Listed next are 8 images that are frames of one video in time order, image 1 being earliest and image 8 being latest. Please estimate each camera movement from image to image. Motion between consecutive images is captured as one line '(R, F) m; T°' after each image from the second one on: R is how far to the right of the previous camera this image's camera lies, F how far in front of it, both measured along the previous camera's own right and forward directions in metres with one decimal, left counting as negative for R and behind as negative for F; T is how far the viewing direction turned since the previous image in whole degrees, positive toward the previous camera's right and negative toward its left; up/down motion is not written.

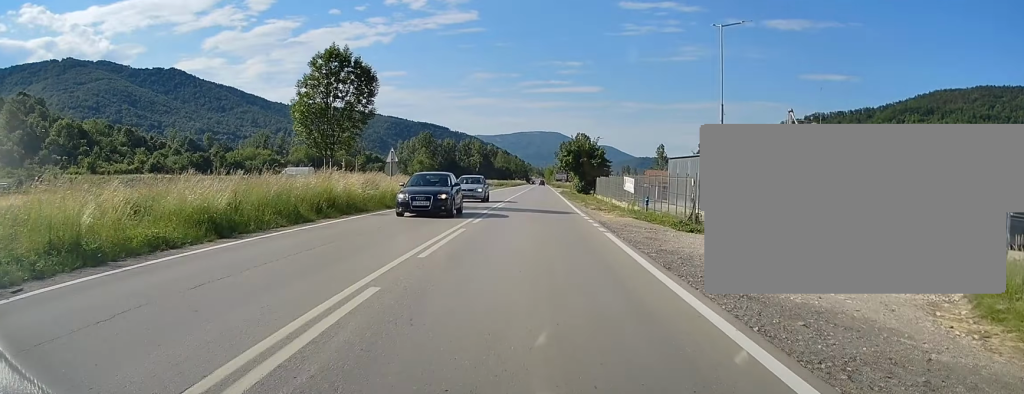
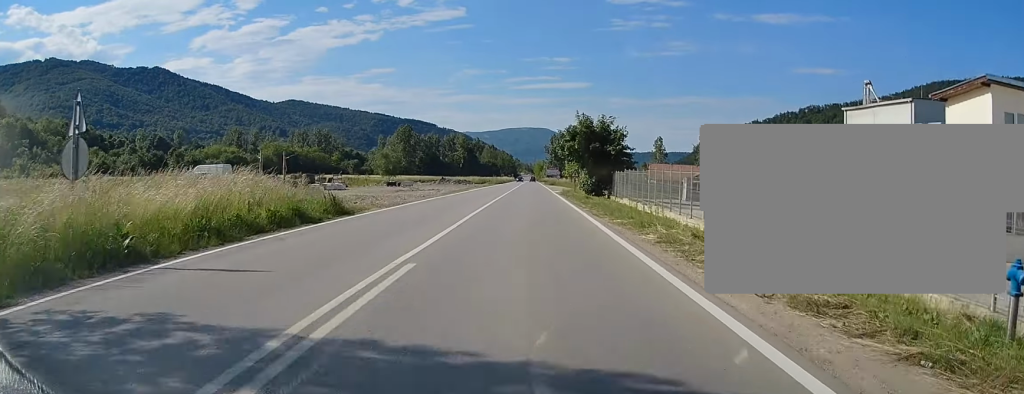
(+0.2, +25.4) m; +1°
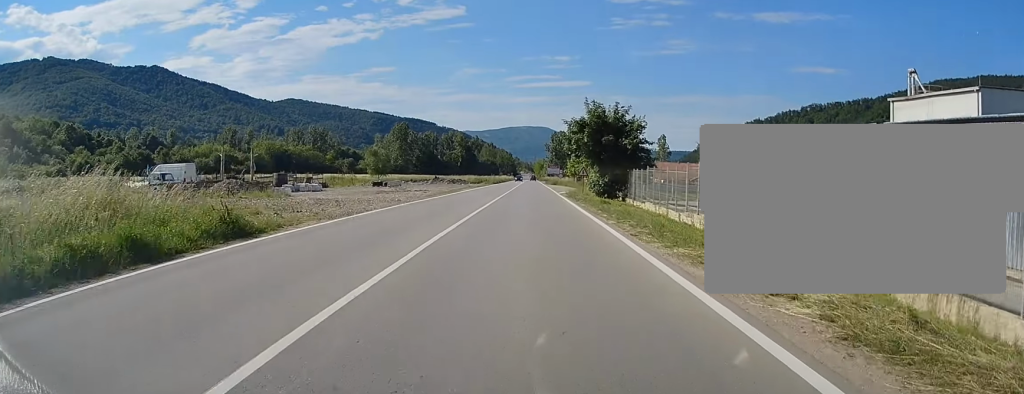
(0.0, +8.8) m; 0°
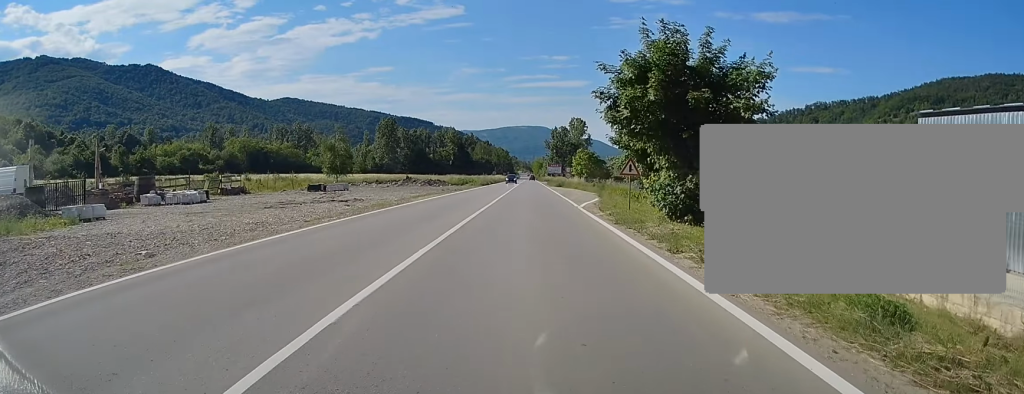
(+0.1, +25.1) m; 0°
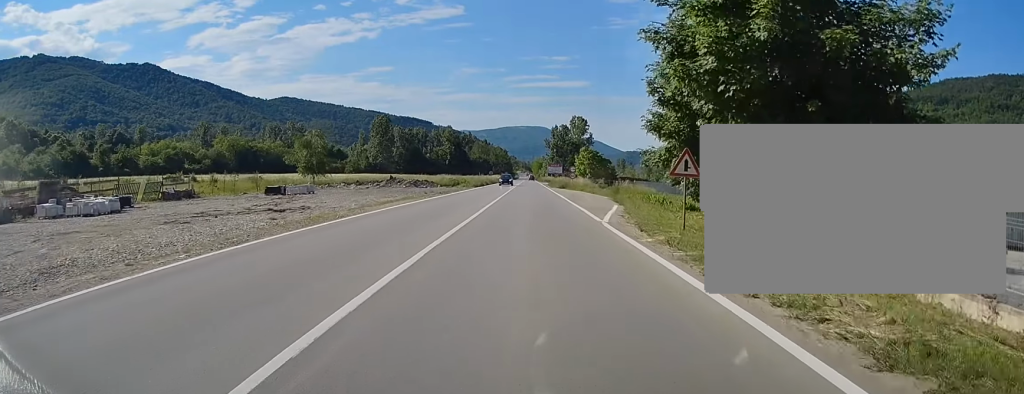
(+0.1, +10.1) m; 0°
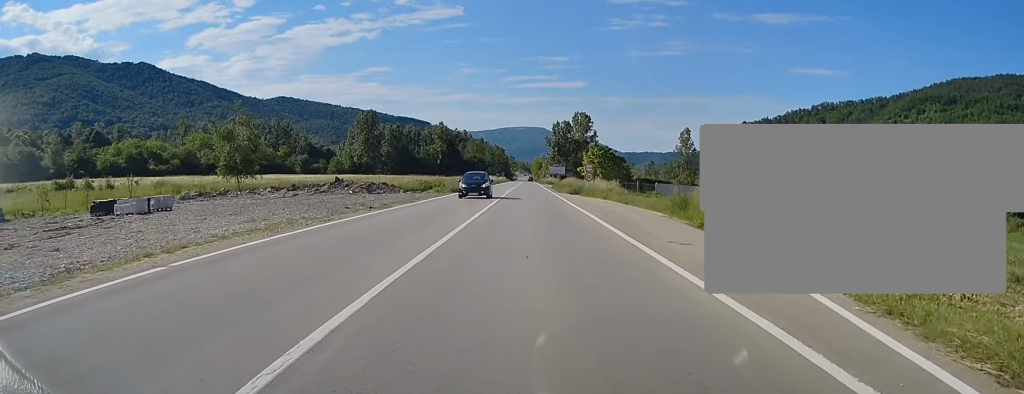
(-0.1, +22.2) m; -1°
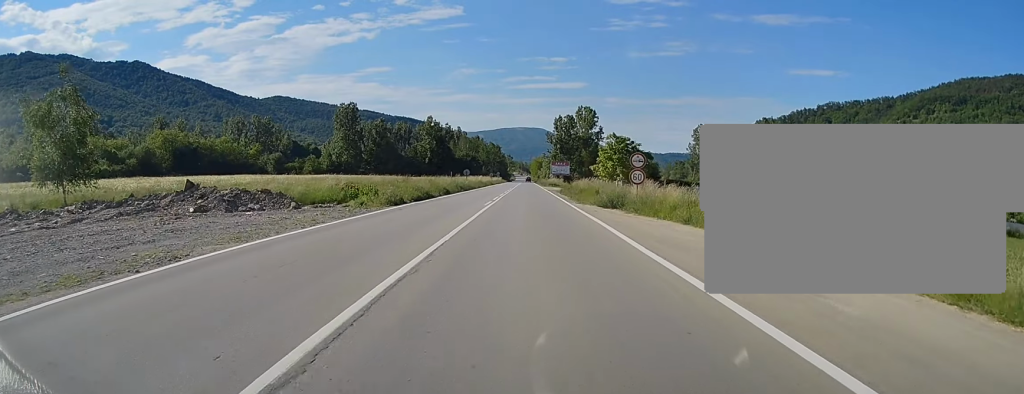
(-0.2, +25.5) m; 0°
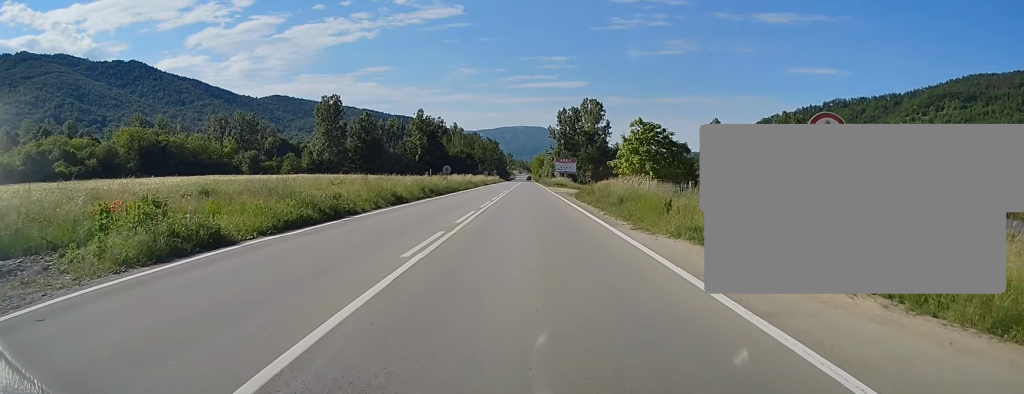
(+0.1, +20.1) m; 0°
